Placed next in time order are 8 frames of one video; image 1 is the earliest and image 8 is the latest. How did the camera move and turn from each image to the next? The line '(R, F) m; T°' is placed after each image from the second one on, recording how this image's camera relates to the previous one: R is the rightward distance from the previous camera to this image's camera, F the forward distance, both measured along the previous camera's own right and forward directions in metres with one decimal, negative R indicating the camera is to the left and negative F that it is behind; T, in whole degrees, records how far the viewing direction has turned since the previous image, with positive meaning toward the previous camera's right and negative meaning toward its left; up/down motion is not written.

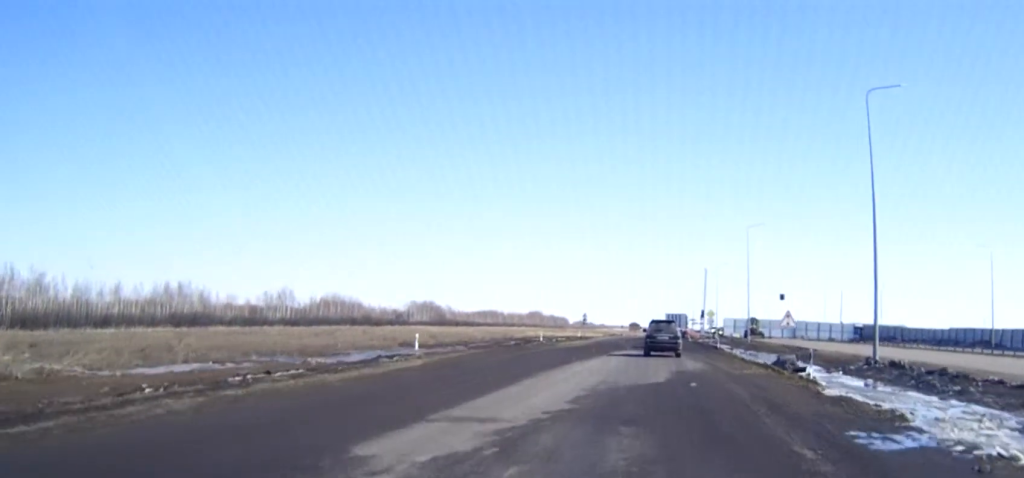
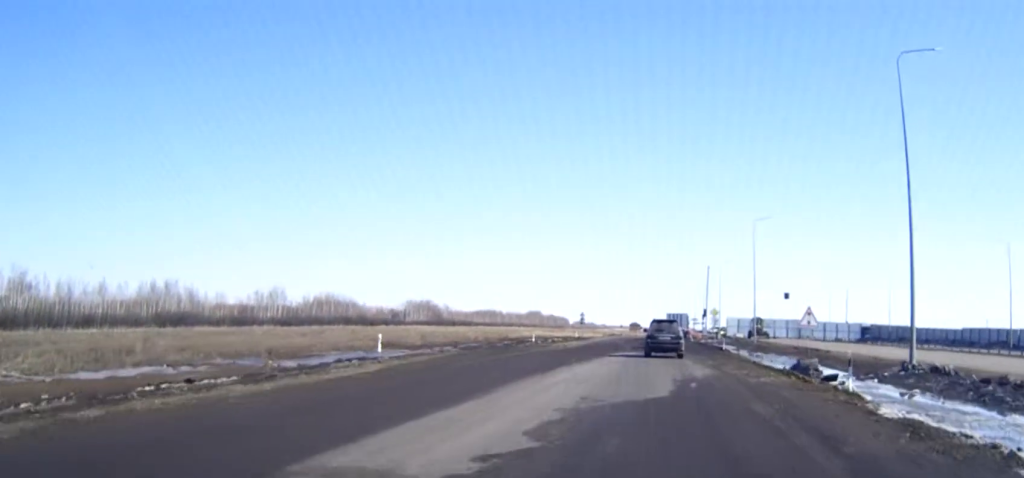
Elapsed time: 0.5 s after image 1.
(0.0, +5.0) m; 0°
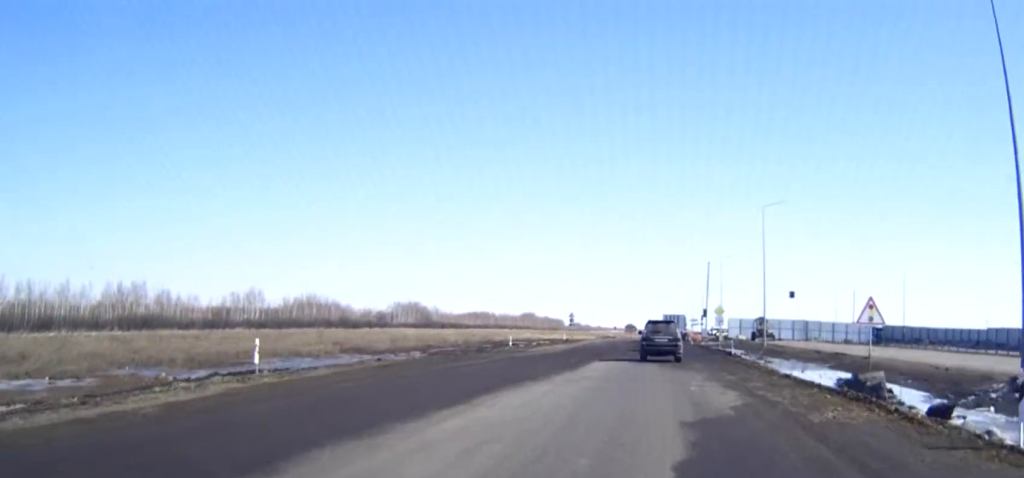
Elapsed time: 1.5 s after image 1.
(0.0, +9.9) m; 0°
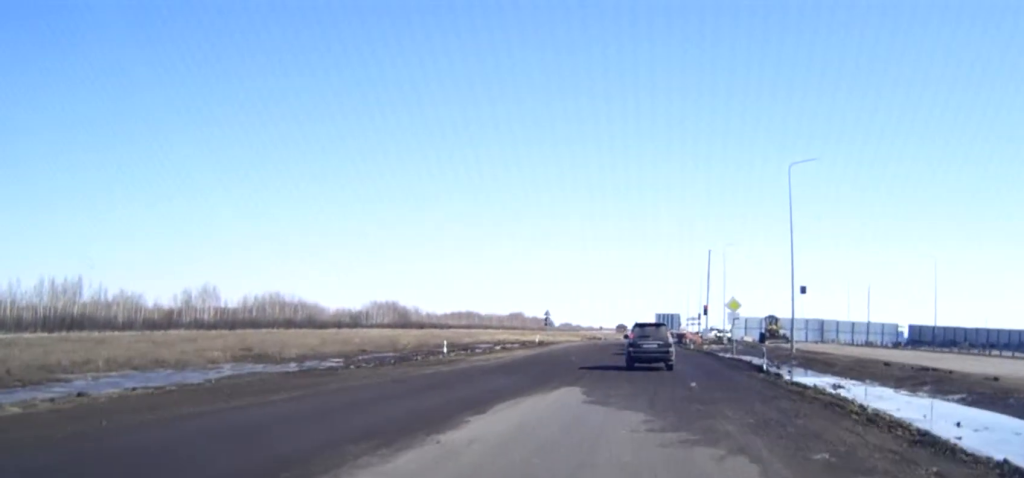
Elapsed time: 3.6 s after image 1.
(0.0, +17.8) m; 0°
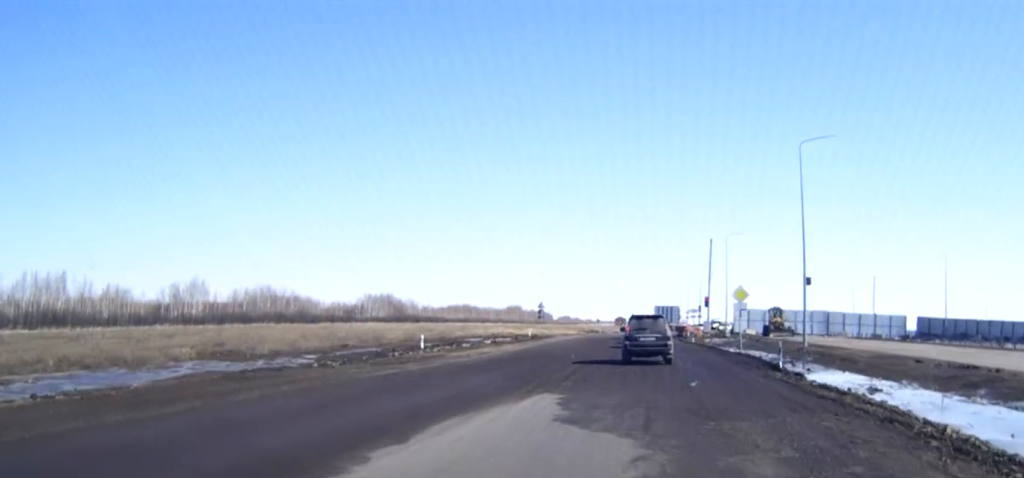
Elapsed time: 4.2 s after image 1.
(0.0, +4.3) m; 0°
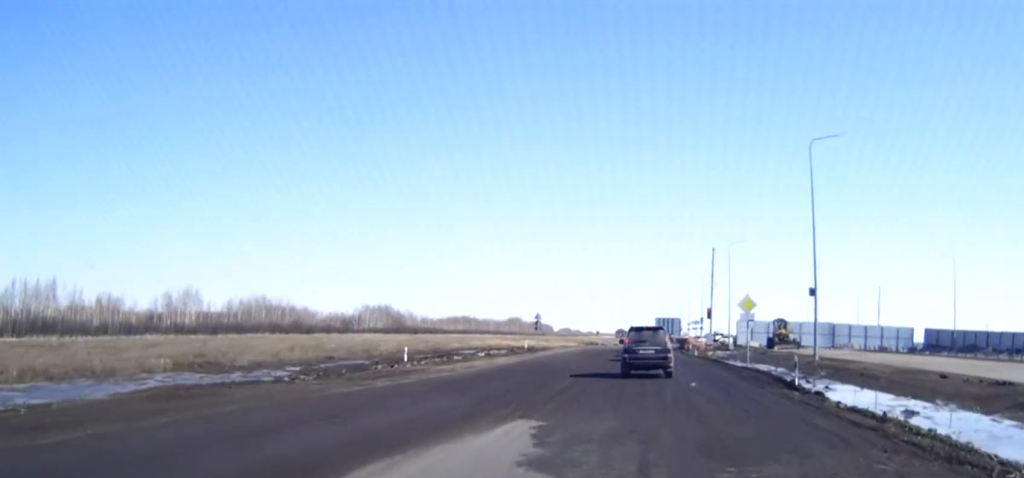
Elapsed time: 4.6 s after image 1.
(0.0, +3.0) m; 0°
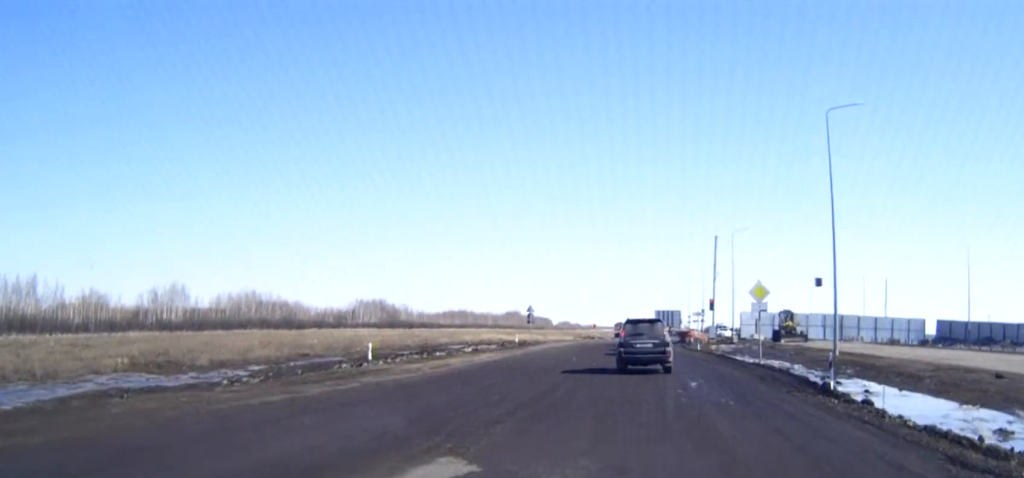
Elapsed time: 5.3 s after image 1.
(0.0, +4.9) m; 0°
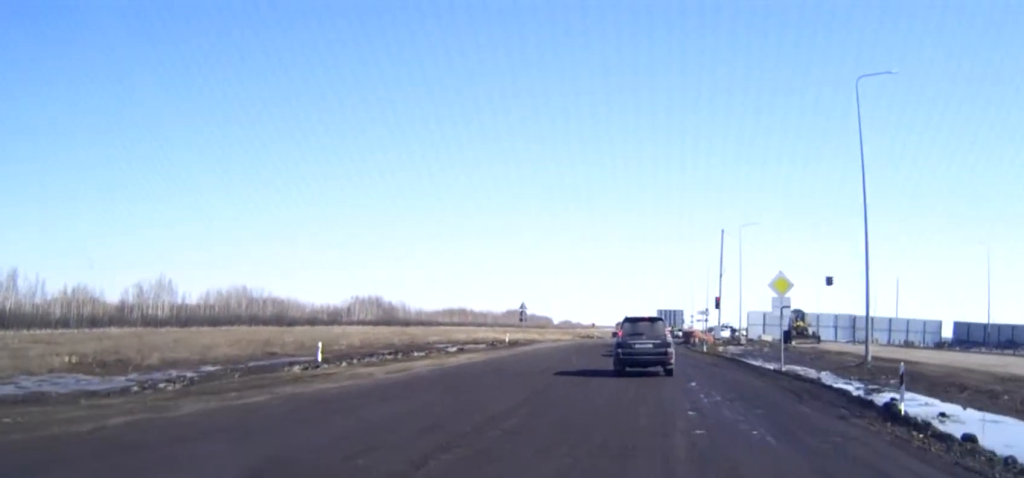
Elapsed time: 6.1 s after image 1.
(0.0, +5.5) m; 0°
